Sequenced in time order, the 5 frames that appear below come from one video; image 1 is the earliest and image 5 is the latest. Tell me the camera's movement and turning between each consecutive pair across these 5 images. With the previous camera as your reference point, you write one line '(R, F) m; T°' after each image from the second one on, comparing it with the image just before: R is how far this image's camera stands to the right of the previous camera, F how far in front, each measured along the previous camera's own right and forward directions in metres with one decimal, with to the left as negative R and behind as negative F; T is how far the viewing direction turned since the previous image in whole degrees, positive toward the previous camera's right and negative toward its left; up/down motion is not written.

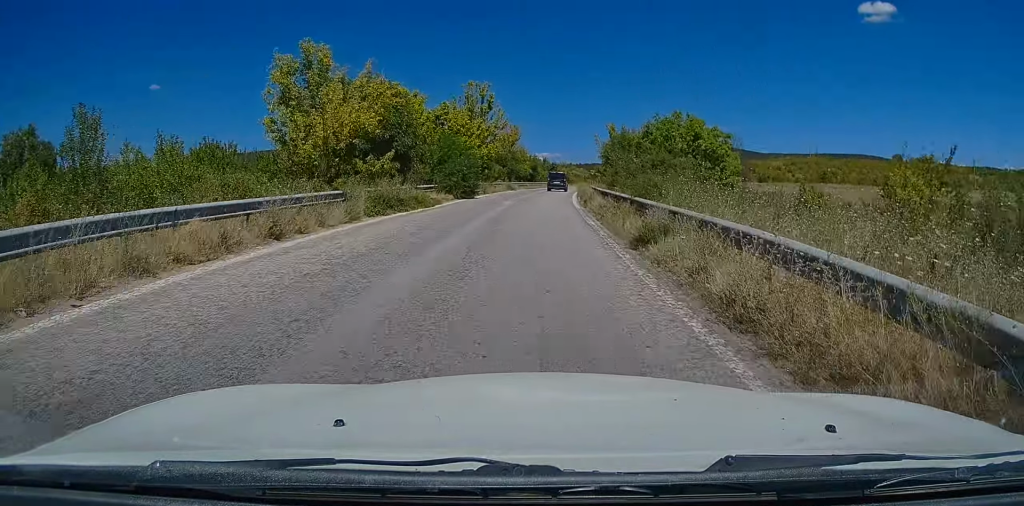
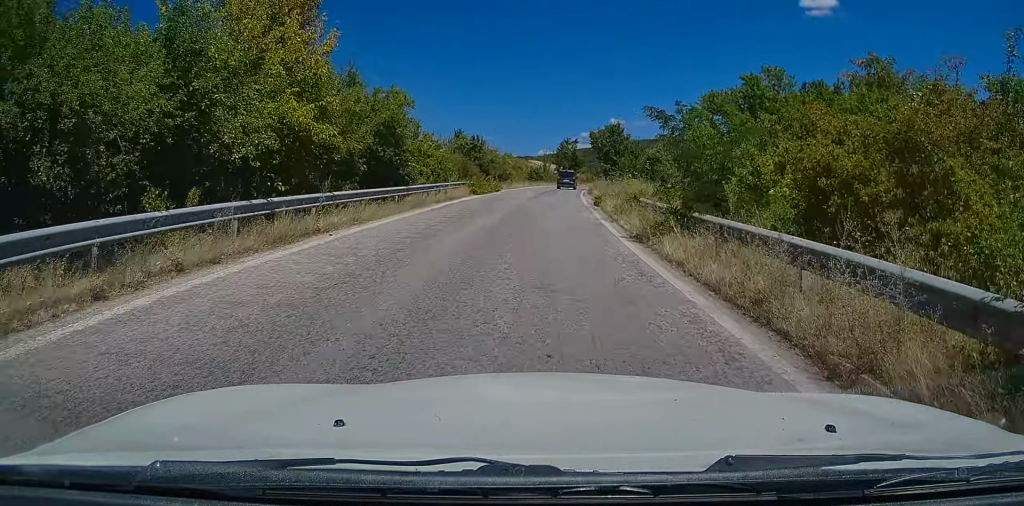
(+2.9, +64.4) m; +6°
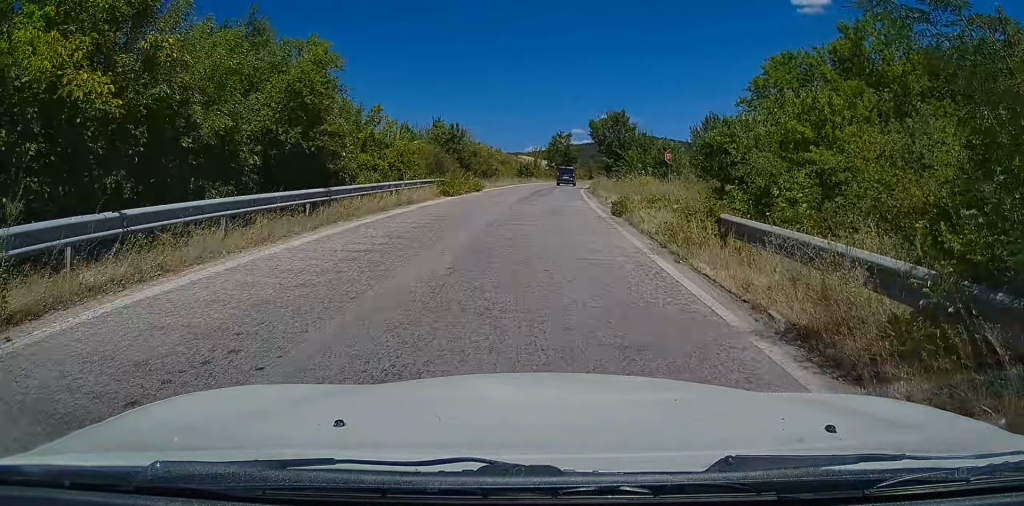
(+0.1, +8.1) m; +1°
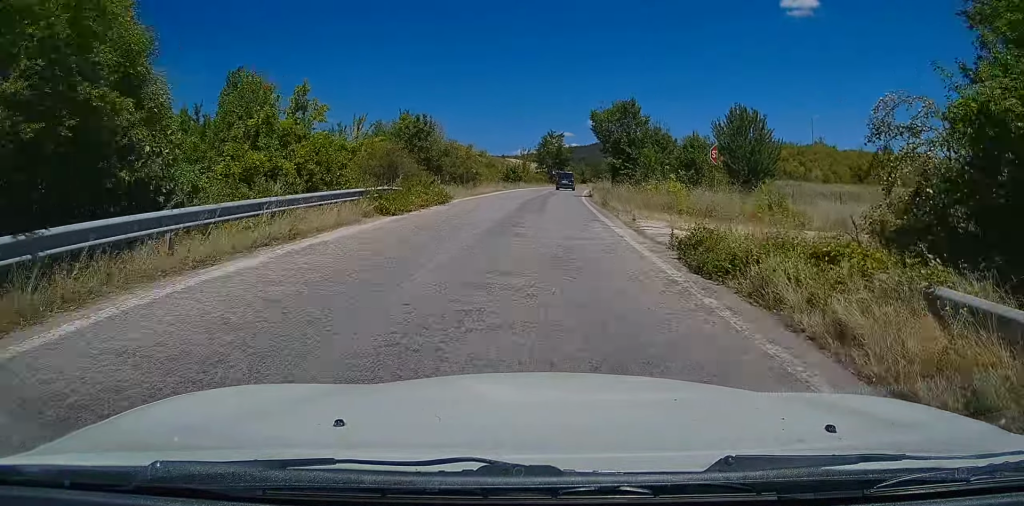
(+0.1, +9.1) m; +1°
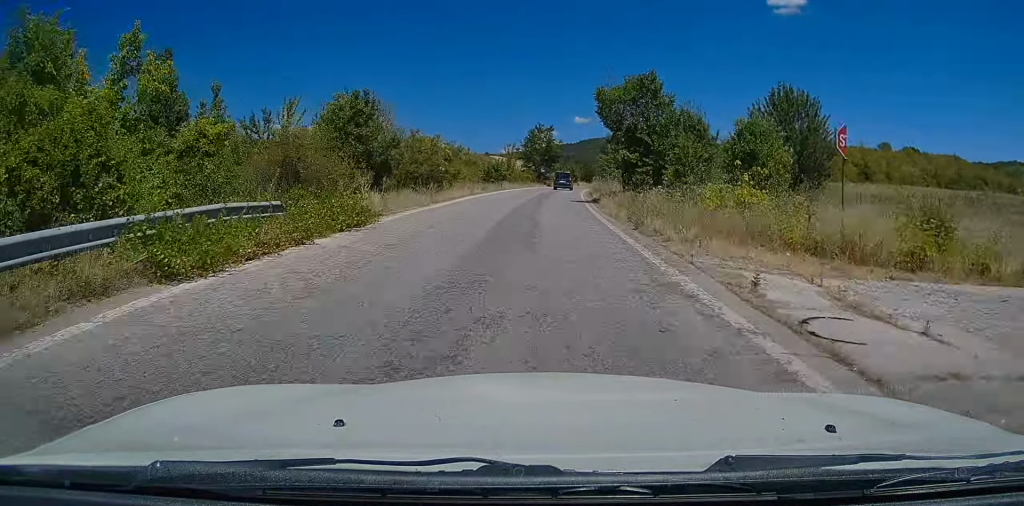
(0.0, +9.6) m; +1°
